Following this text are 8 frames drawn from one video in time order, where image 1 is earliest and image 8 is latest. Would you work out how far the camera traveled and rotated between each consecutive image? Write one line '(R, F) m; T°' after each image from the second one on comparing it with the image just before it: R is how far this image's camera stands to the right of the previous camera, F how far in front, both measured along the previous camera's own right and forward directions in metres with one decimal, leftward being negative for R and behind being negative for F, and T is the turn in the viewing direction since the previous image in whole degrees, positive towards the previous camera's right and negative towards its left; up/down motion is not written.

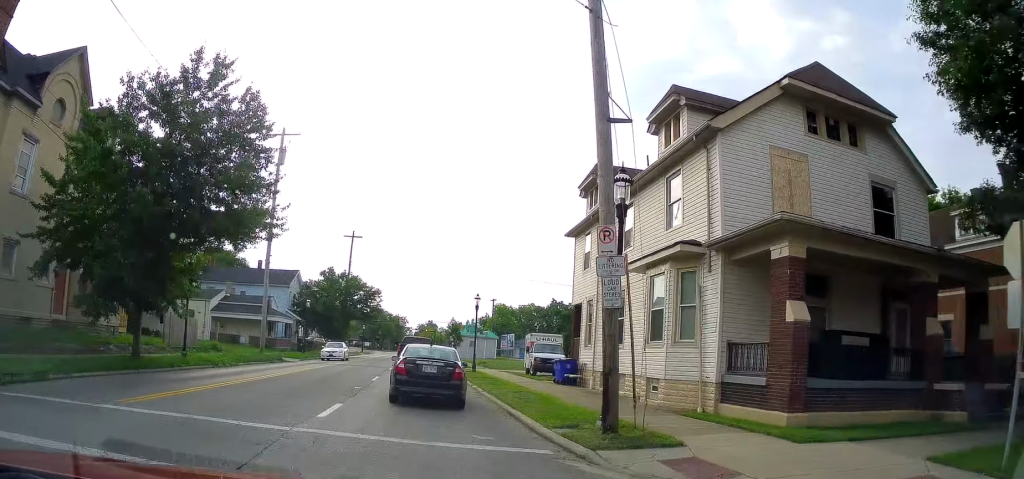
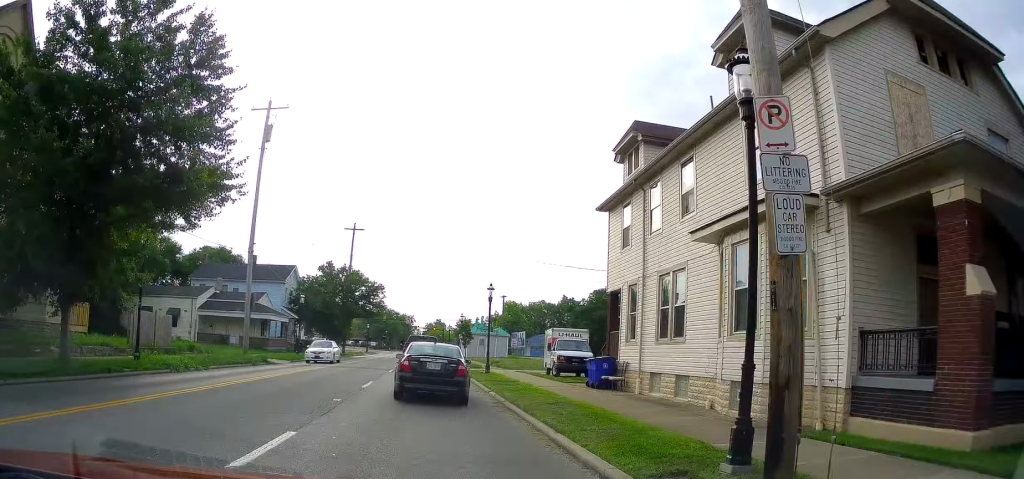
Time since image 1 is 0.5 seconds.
(-0.3, +4.9) m; 0°
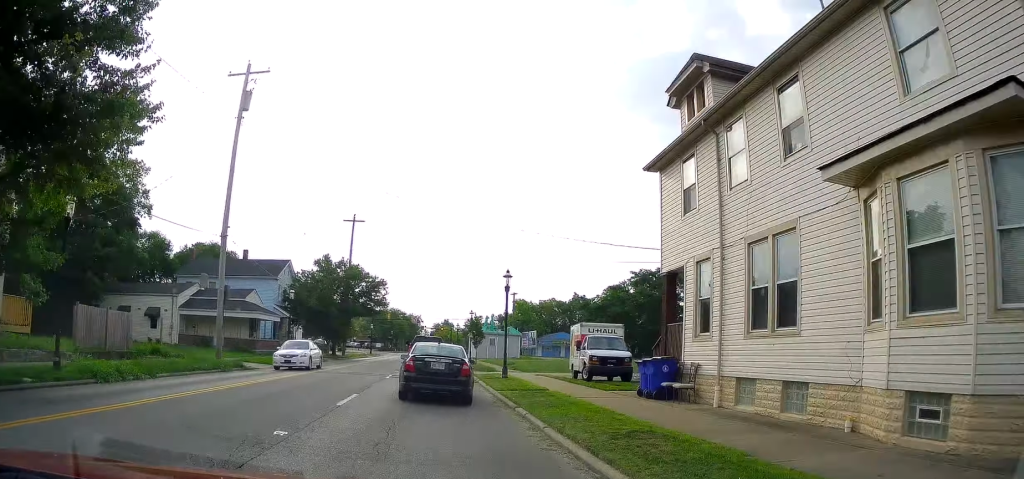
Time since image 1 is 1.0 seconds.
(+0.2, +5.3) m; +1°
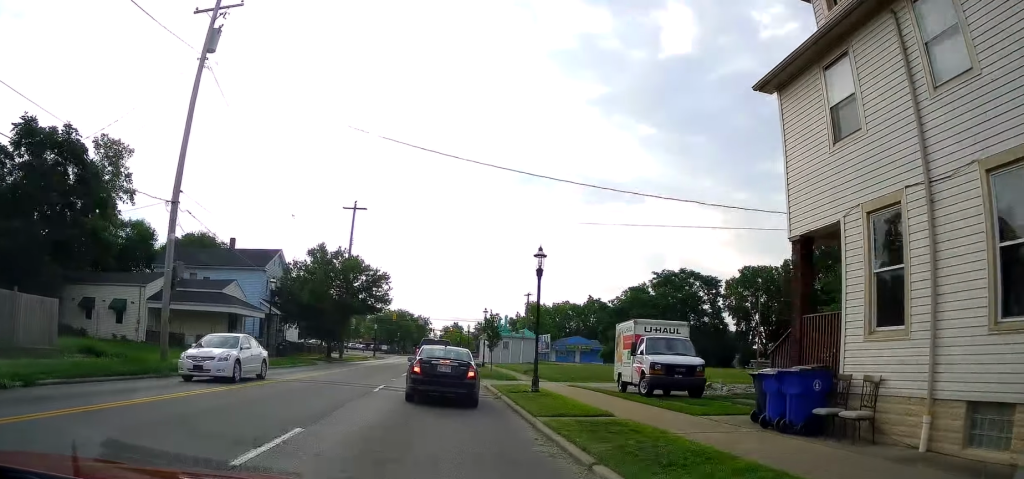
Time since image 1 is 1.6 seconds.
(+0.2, +6.8) m; +1°
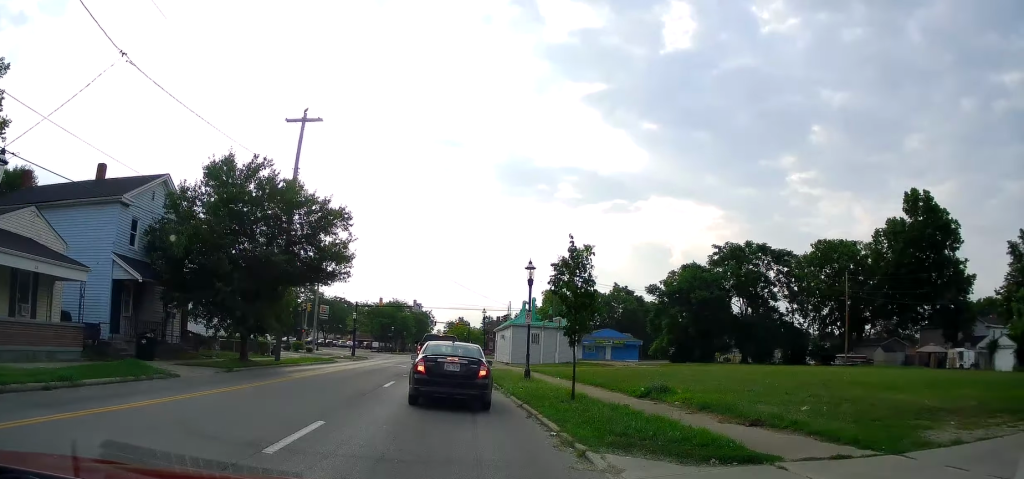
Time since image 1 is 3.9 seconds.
(-1.1, +24.5) m; -5°
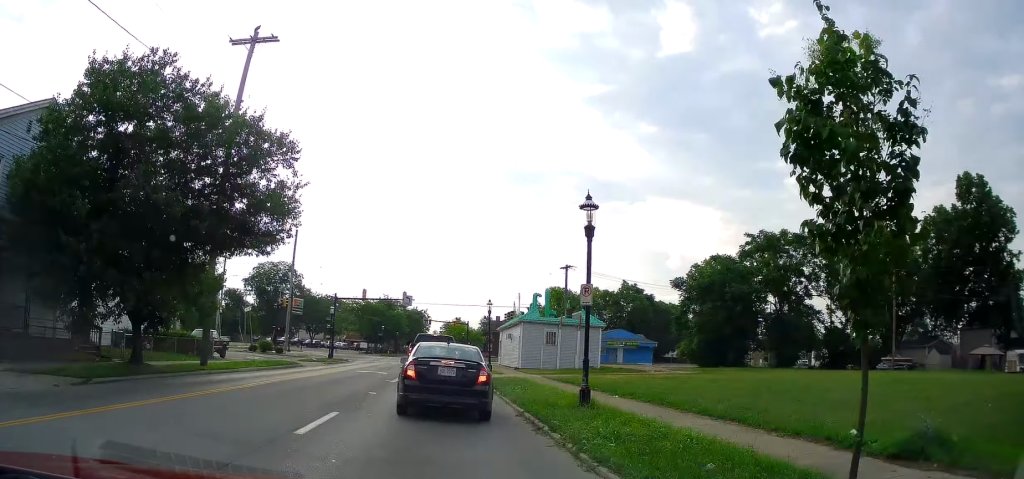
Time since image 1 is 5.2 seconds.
(-0.1, +13.1) m; 0°
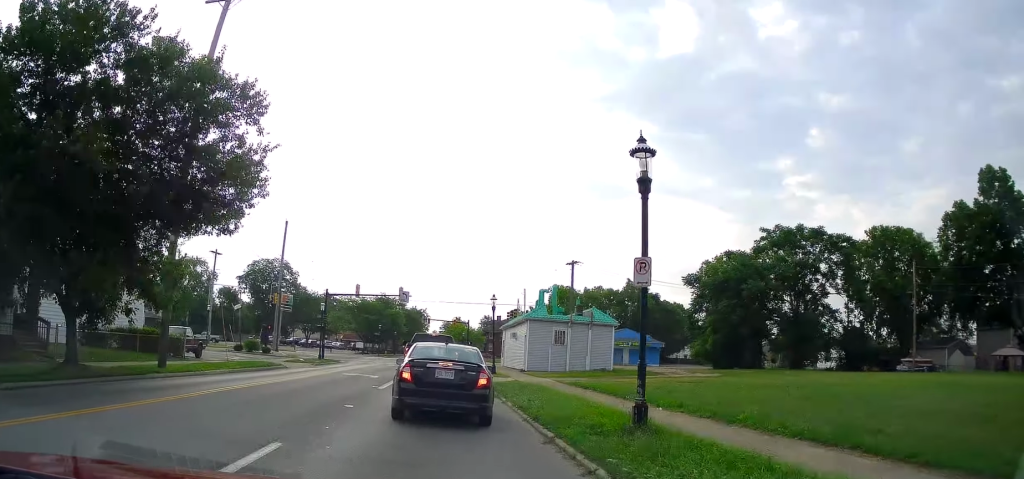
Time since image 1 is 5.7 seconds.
(0.0, +5.4) m; +1°
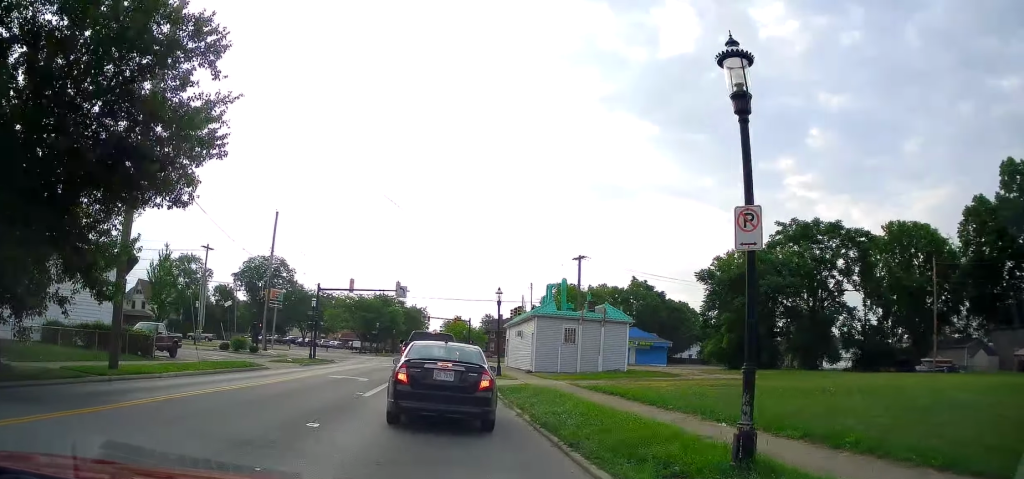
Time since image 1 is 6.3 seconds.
(+0.1, +5.0) m; 0°
